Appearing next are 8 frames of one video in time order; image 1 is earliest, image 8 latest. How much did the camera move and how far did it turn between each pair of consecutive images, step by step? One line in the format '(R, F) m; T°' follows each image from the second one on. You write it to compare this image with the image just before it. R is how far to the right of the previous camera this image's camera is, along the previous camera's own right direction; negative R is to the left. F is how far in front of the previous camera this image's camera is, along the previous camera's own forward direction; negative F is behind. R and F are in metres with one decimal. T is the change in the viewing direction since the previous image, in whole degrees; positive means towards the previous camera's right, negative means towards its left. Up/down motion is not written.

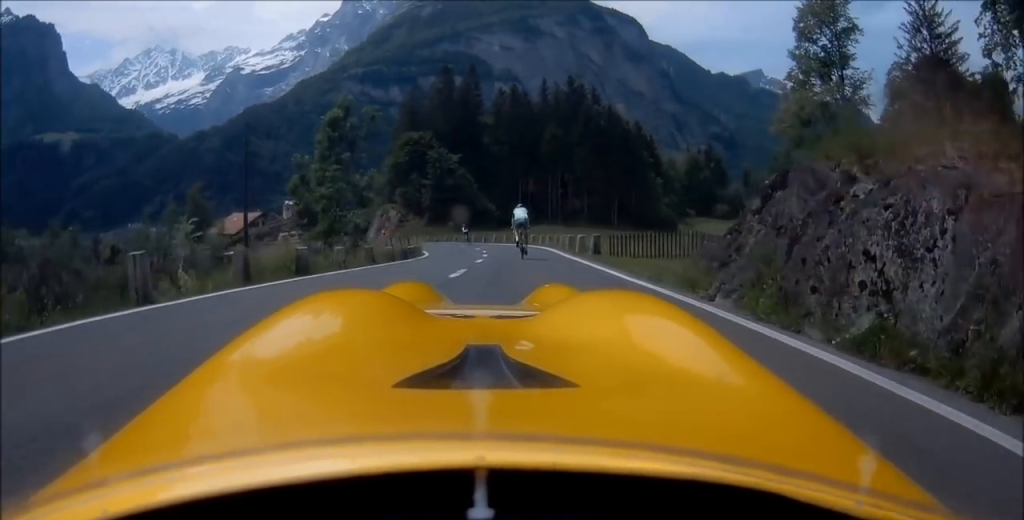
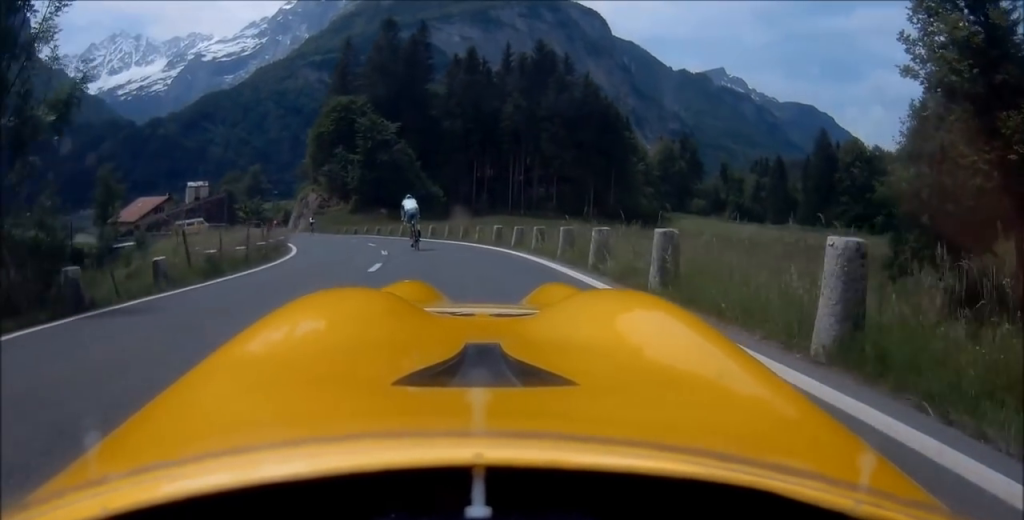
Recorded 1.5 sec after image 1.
(-2.0, +19.4) m; -5°
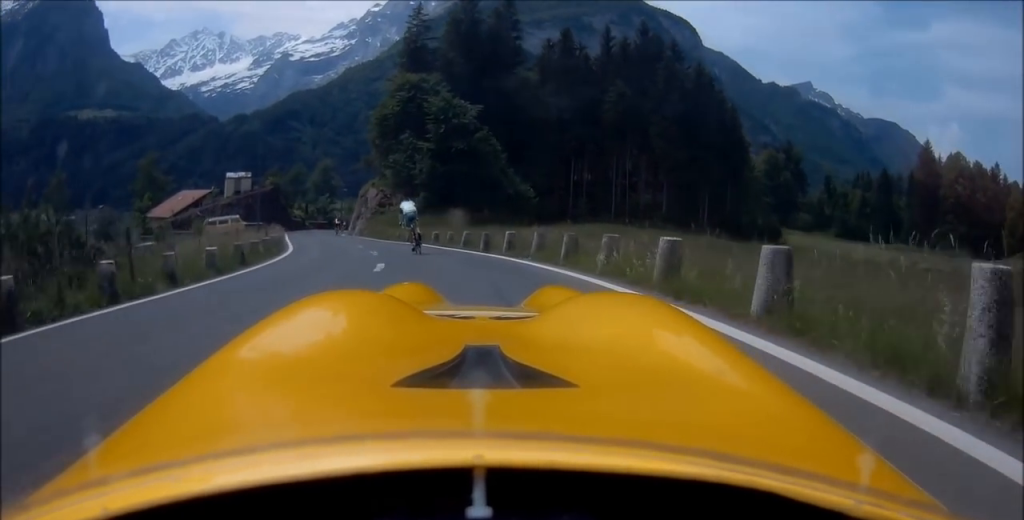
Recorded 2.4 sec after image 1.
(+1.1, +15.2) m; +1°
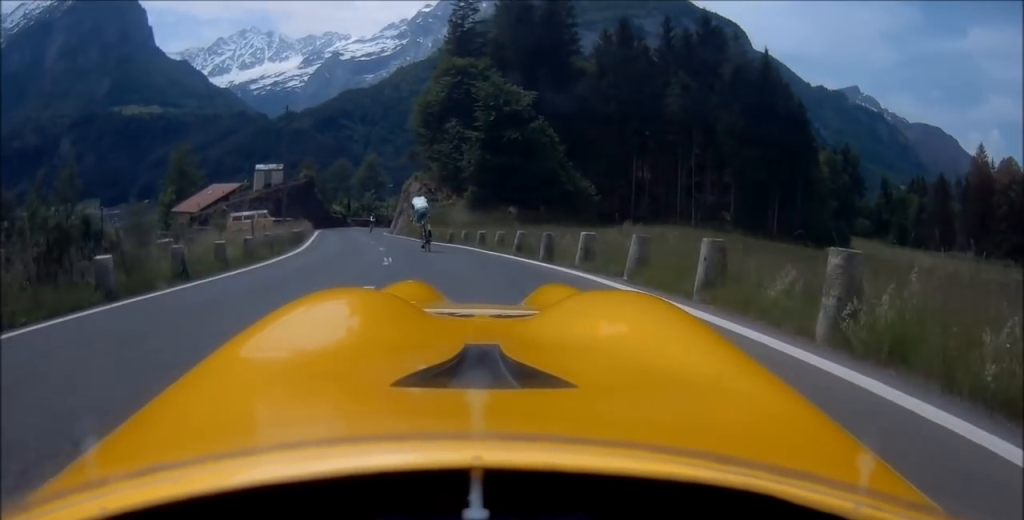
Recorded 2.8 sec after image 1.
(-0.3, +6.9) m; -2°
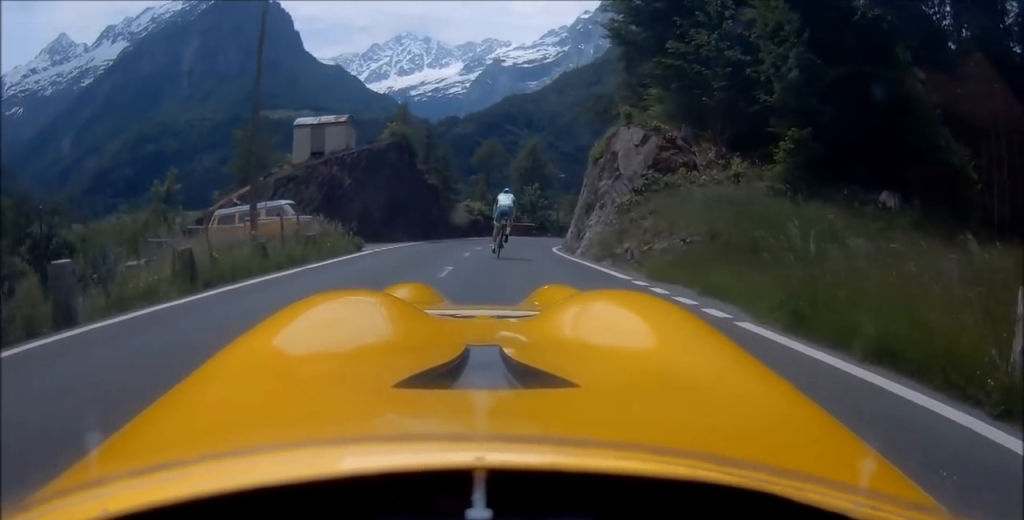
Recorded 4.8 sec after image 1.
(-2.8, +33.9) m; -8°
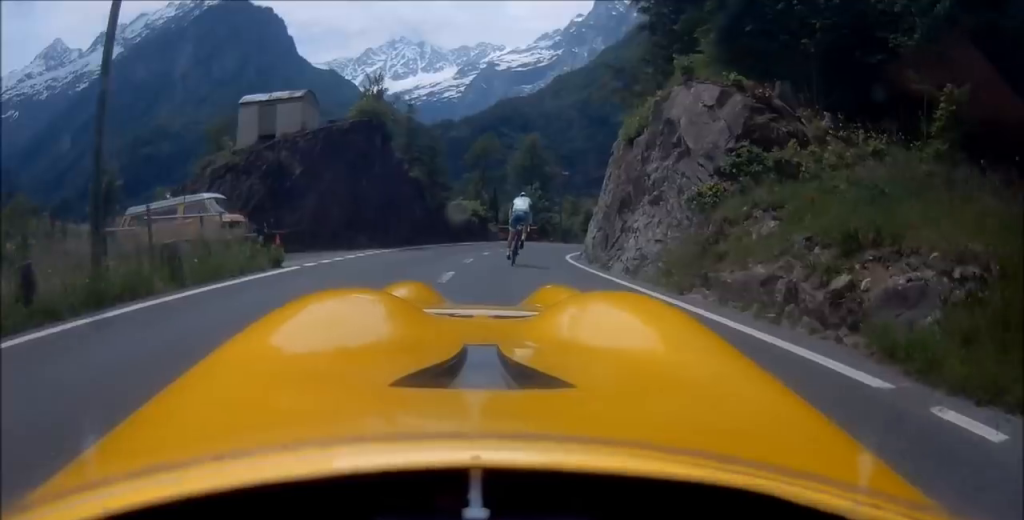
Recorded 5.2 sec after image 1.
(-0.1, +7.4) m; -1°
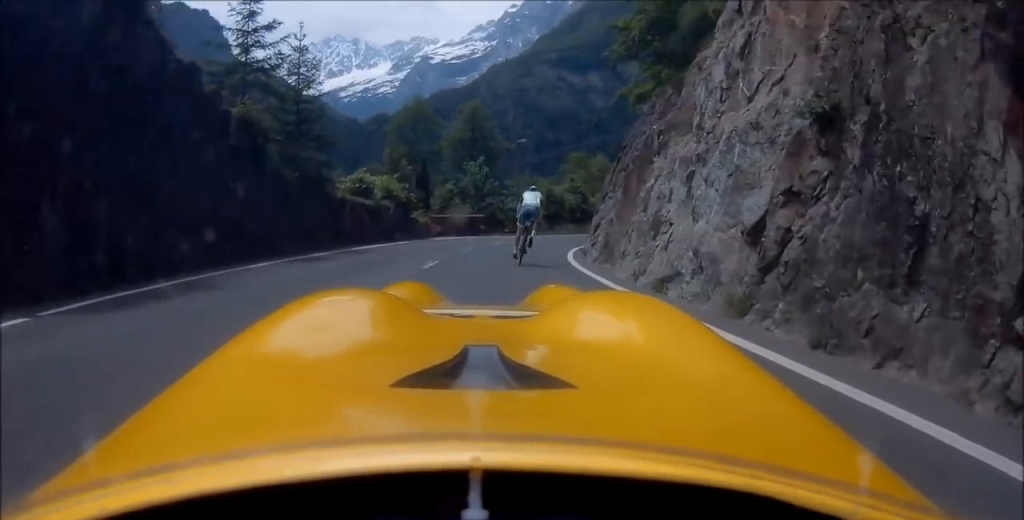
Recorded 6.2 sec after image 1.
(-0.4, +16.7) m; +1°
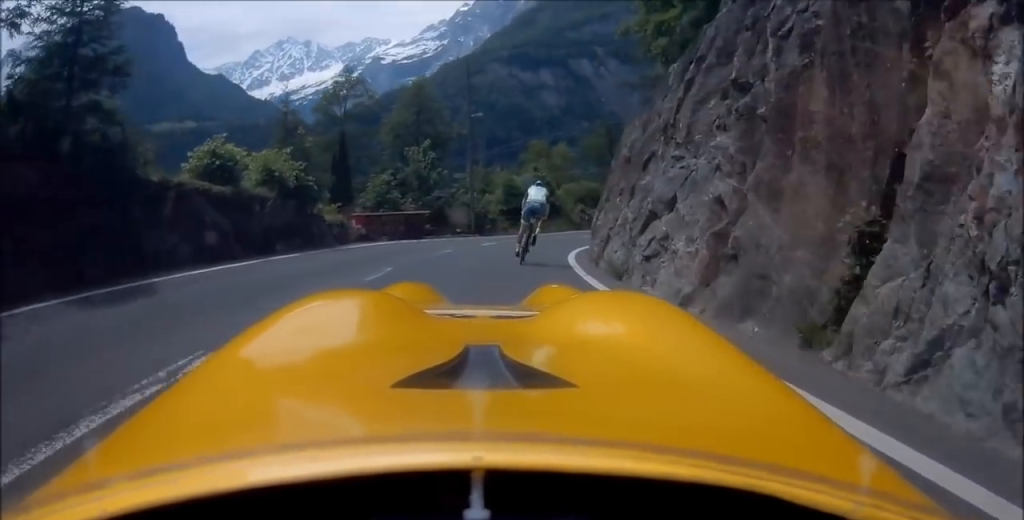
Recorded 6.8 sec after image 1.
(+0.3, +9.6) m; +5°
